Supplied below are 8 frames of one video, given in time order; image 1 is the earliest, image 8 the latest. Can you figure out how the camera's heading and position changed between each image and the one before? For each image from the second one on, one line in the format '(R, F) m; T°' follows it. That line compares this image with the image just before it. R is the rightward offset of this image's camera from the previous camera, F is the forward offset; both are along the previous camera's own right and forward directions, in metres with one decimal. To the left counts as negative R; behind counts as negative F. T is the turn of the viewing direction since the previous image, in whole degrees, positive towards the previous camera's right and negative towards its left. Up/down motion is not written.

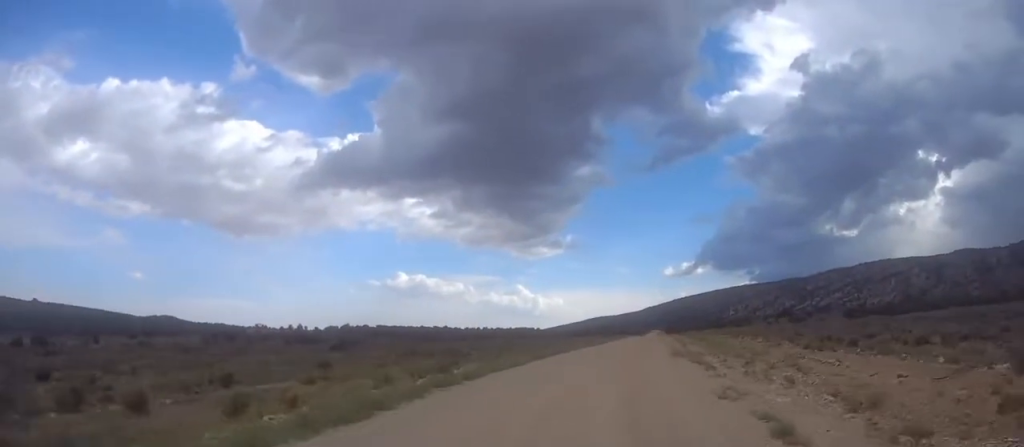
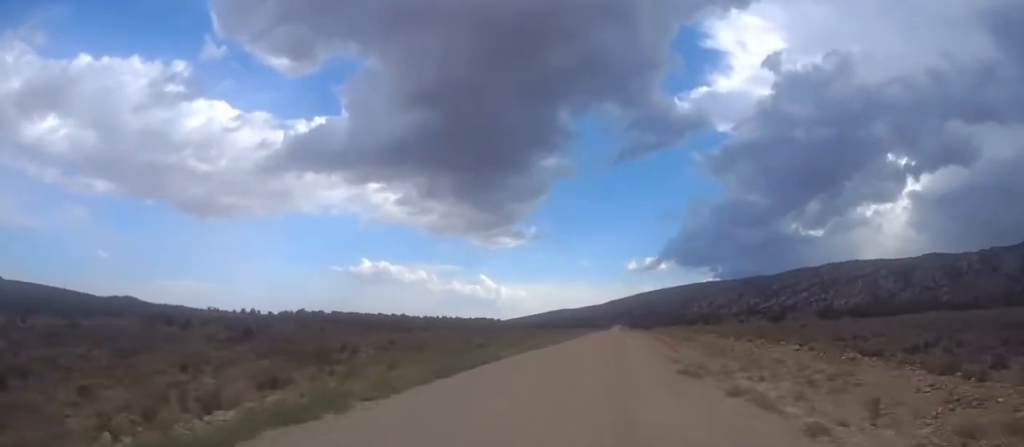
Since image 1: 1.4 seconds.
(+1.5, +14.9) m; +4°
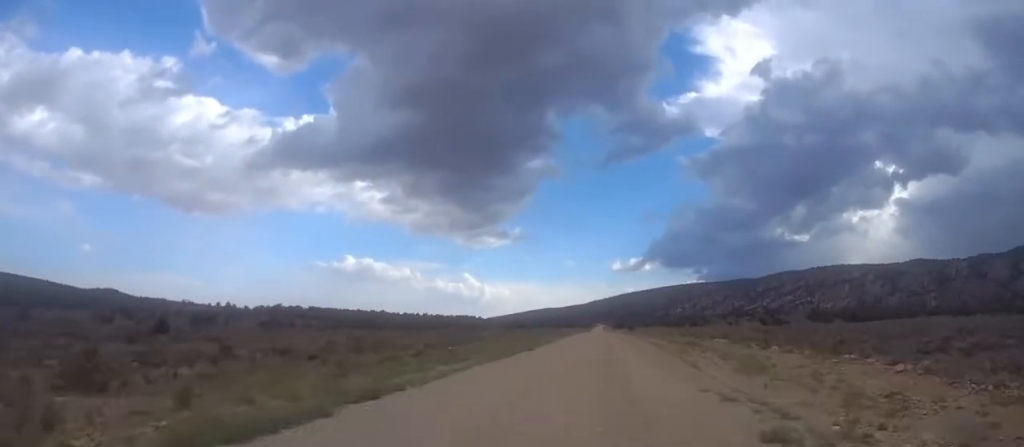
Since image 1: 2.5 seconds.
(+0.4, +12.0) m; +2°
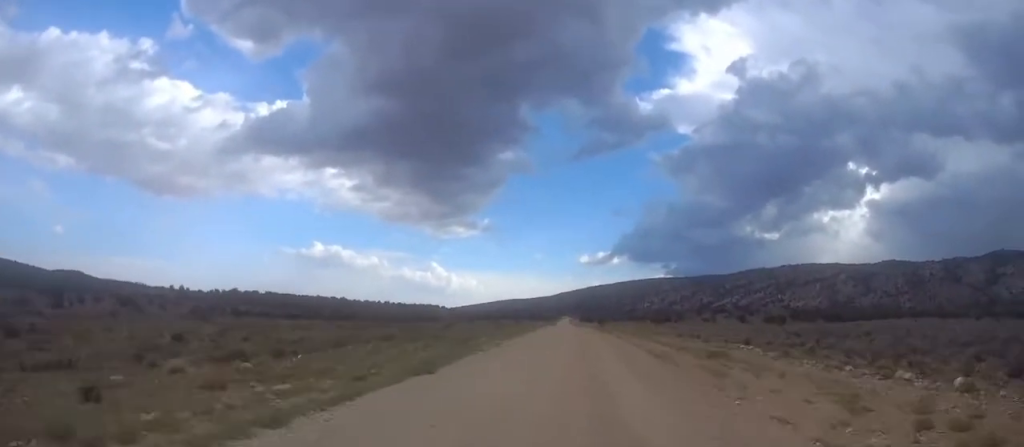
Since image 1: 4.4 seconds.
(0.0, +19.3) m; 0°
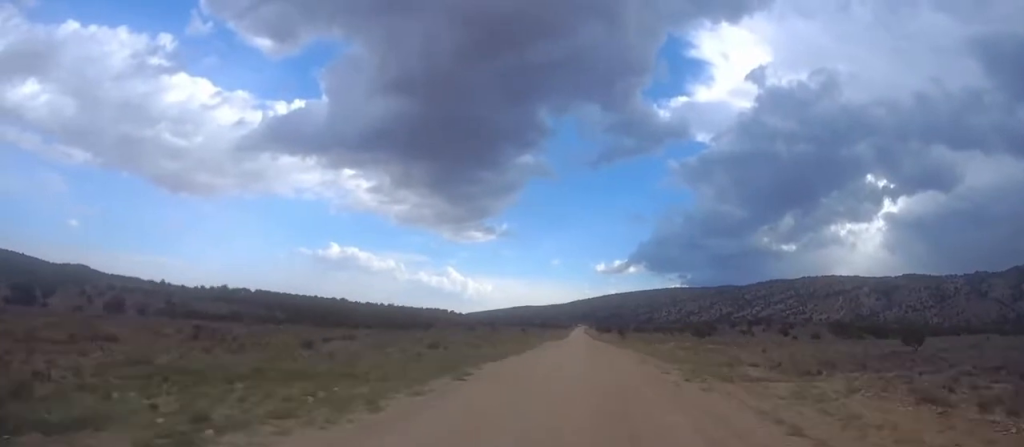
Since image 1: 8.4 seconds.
(+0.5, +40.0) m; 0°
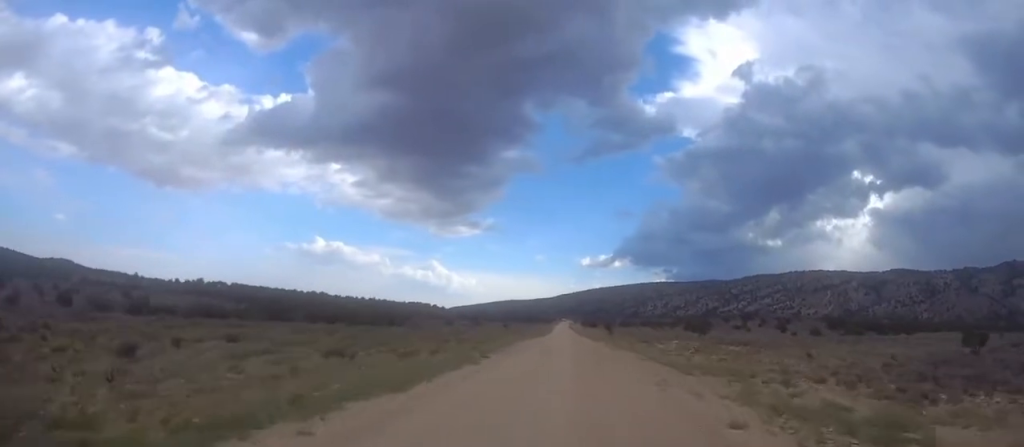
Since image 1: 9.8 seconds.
(-0.4, +13.8) m; 0°
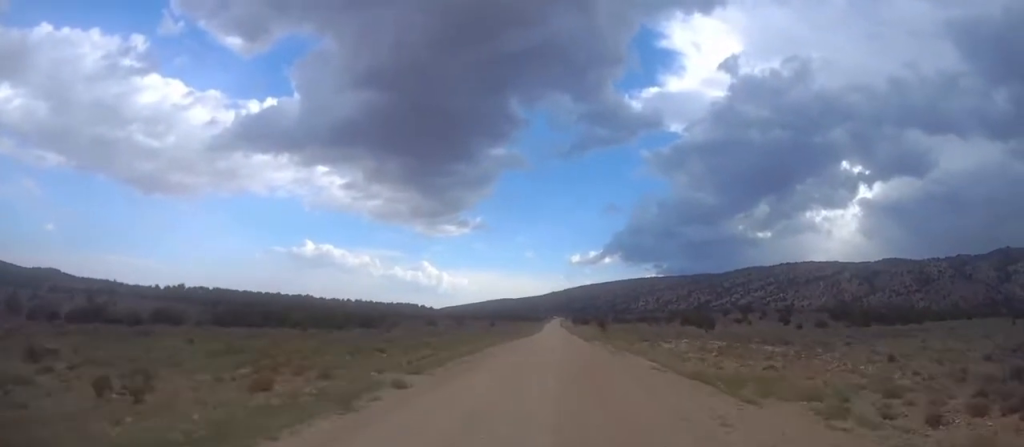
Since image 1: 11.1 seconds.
(+0.2, +12.5) m; 0°
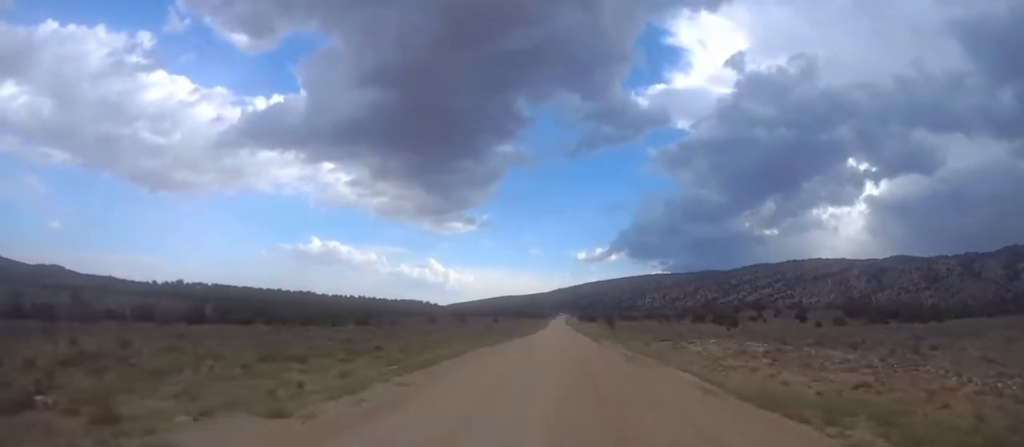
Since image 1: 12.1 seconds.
(+0.3, +9.9) m; 0°
